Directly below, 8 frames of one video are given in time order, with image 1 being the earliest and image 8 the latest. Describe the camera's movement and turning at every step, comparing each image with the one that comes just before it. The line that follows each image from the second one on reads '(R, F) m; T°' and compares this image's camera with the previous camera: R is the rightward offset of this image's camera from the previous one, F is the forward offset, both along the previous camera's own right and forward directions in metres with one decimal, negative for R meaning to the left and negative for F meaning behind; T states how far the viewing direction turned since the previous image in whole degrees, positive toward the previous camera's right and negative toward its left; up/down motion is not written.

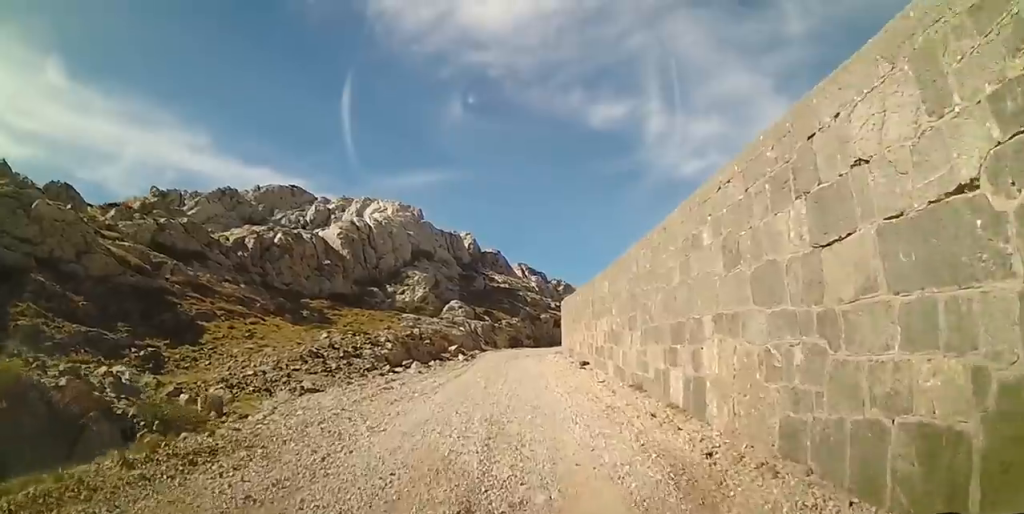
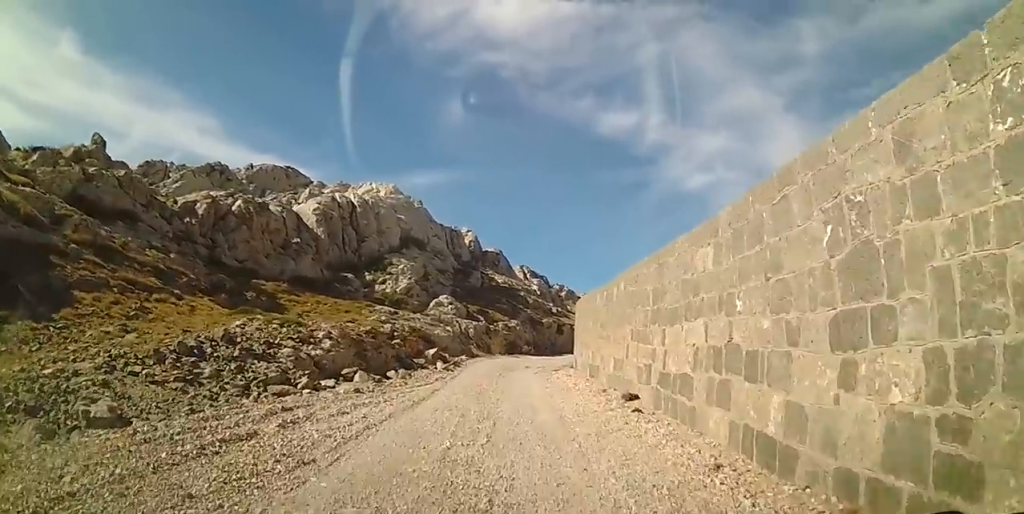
(-0.3, +7.0) m; -5°
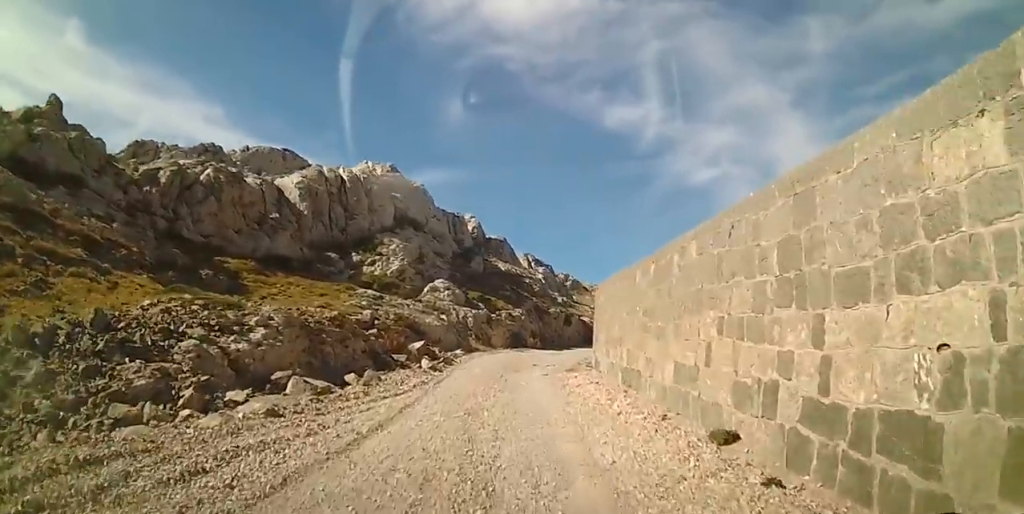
(0.0, +4.3) m; +4°
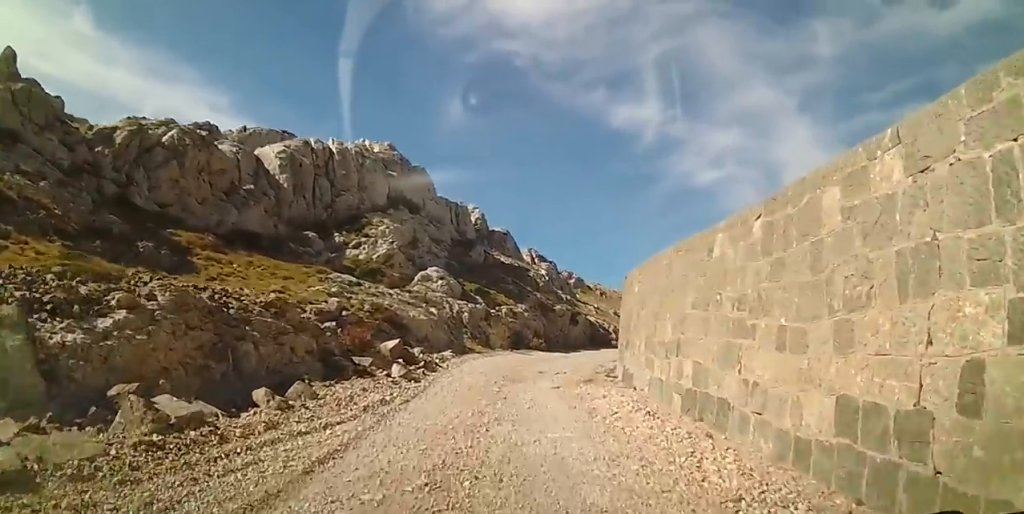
(+0.2, +4.2) m; +1°
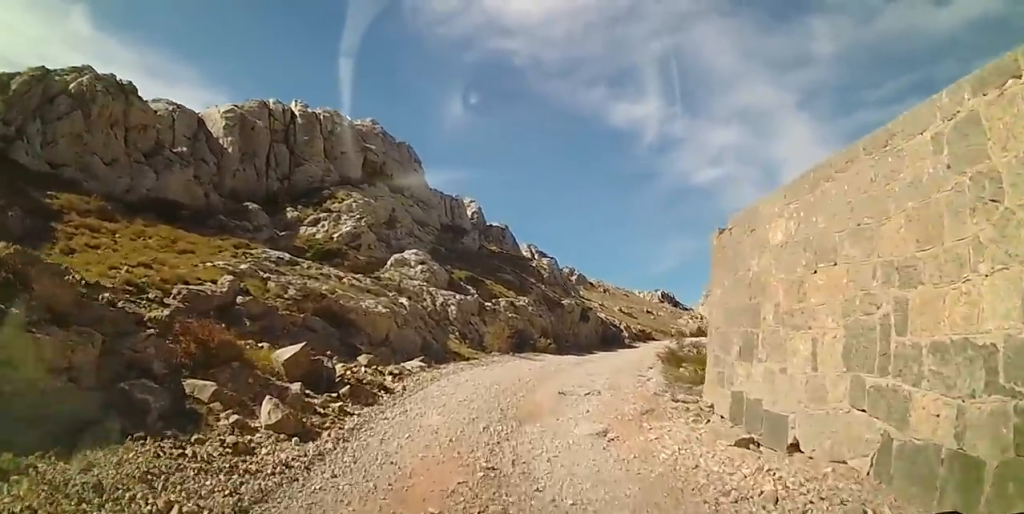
(-0.2, +6.6) m; 0°
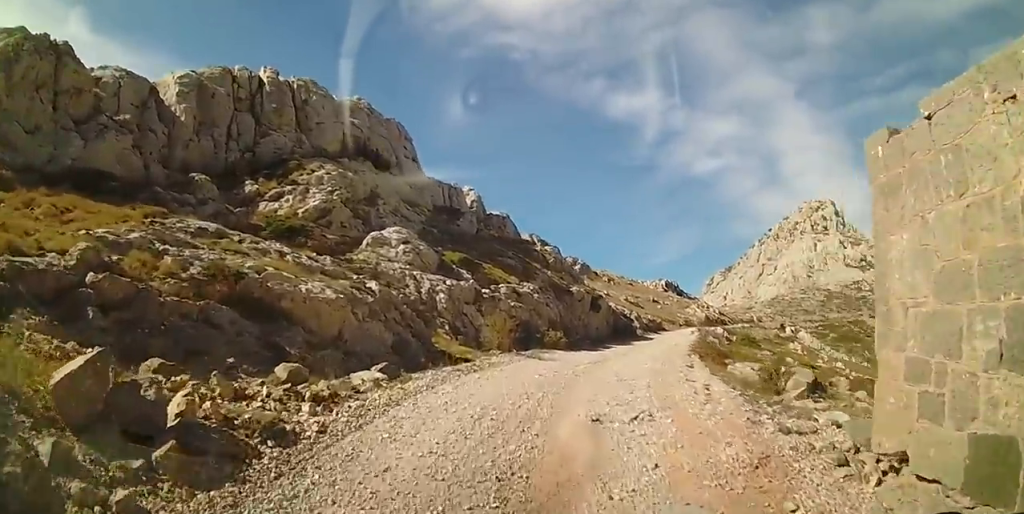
(+0.2, +4.0) m; +4°
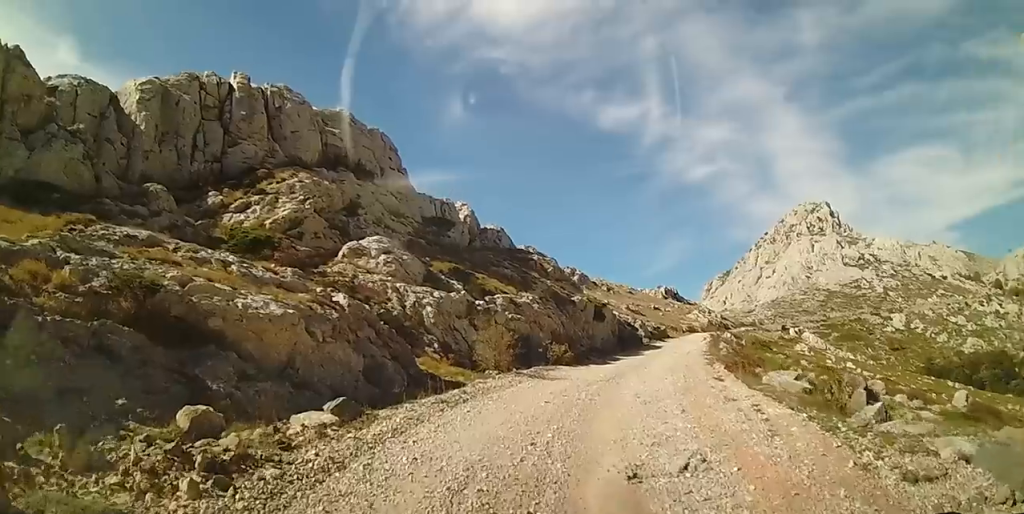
(+0.1, +2.2) m; +3°
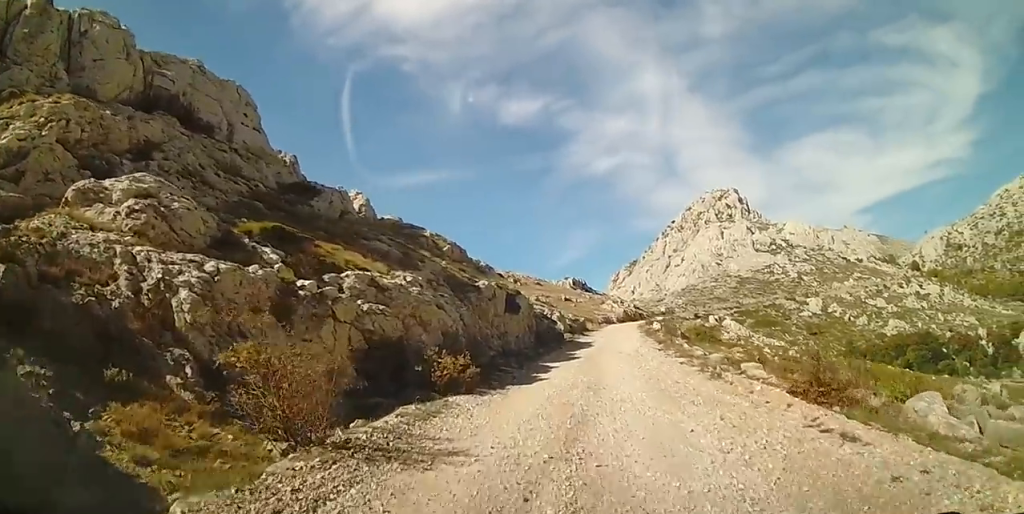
(+0.4, +8.5) m; +5°
